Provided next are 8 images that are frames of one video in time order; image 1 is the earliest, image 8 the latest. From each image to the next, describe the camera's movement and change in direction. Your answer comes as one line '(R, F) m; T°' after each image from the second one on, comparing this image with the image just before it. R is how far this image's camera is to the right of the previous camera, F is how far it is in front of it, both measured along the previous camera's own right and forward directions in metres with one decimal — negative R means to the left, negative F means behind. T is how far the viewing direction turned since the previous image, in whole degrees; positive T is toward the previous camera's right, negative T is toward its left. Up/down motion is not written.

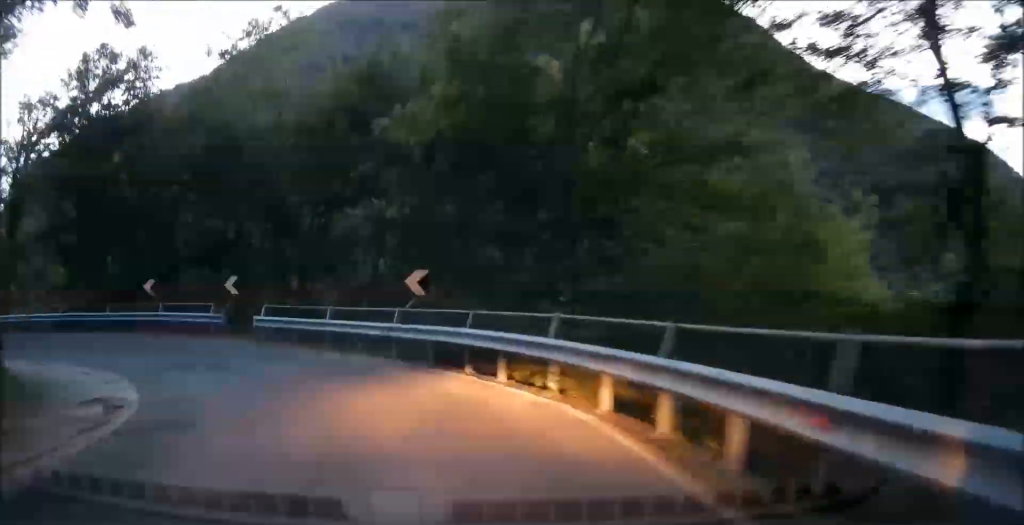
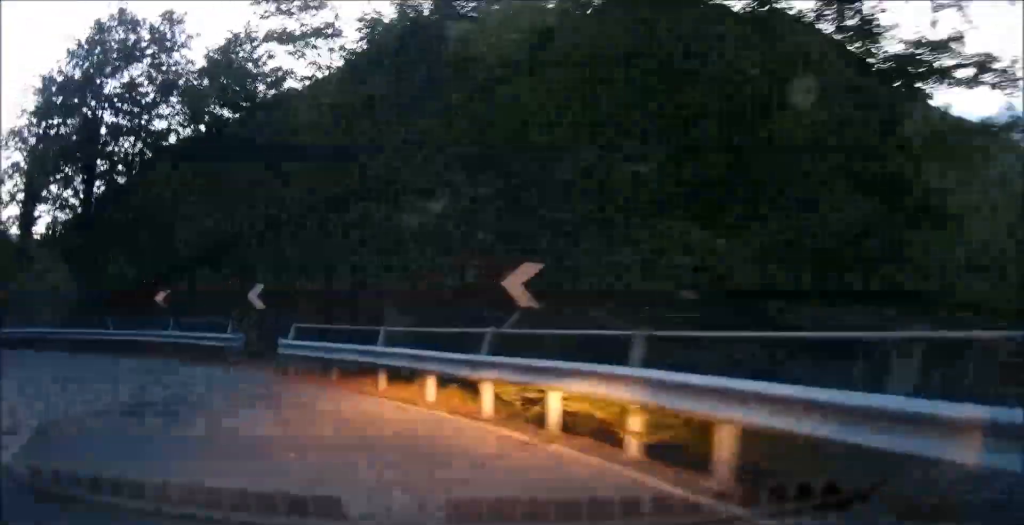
(-0.7, +5.7) m; -12°
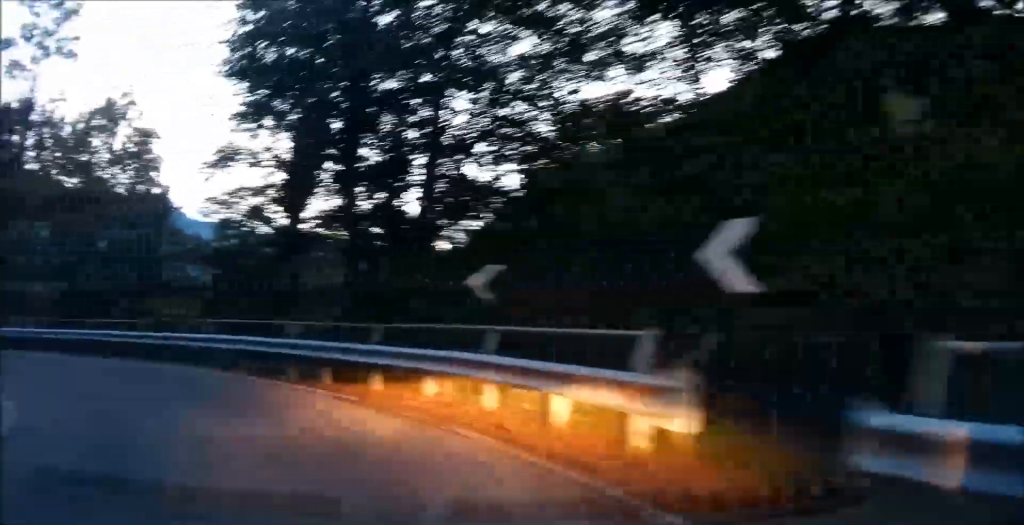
(-1.9, +10.0) m; -22°
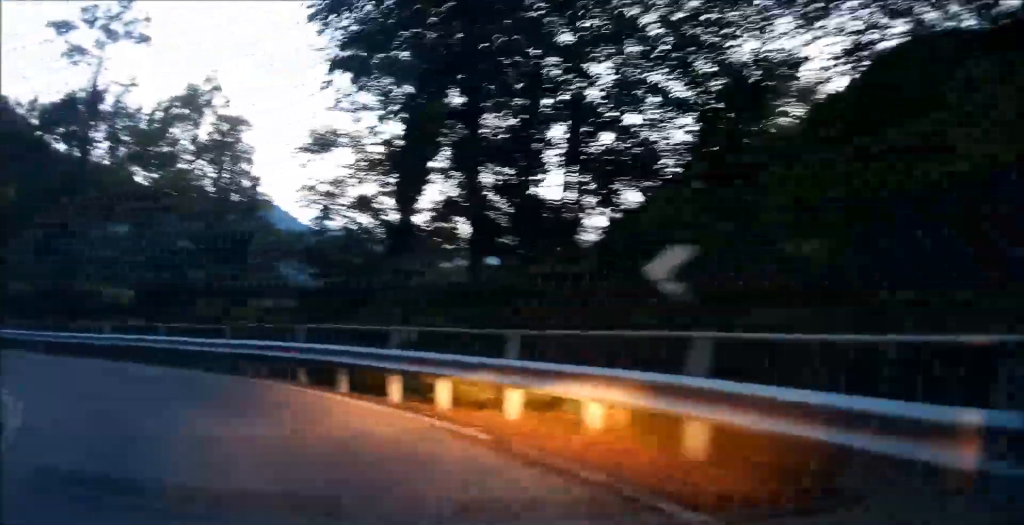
(-0.1, +2.6) m; -6°
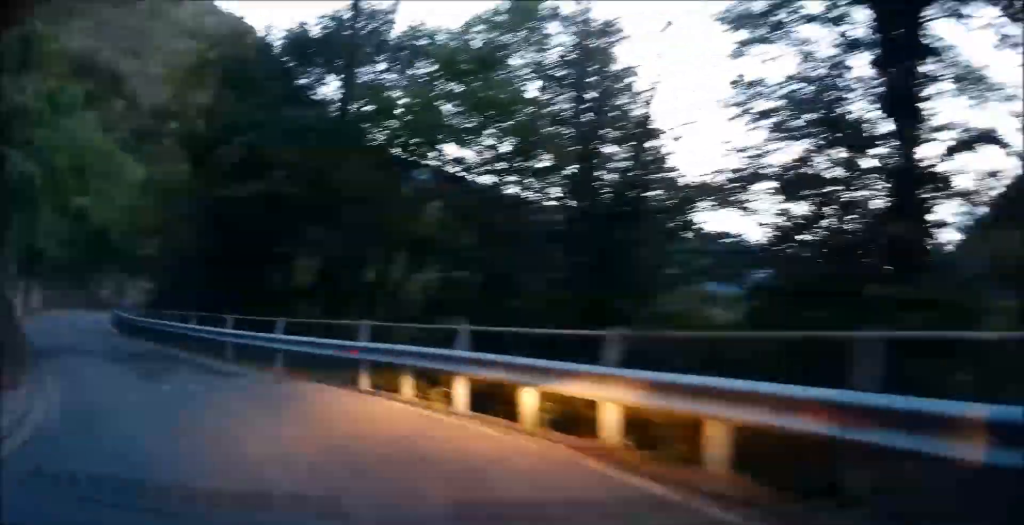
(-1.3, +7.3) m; -18°
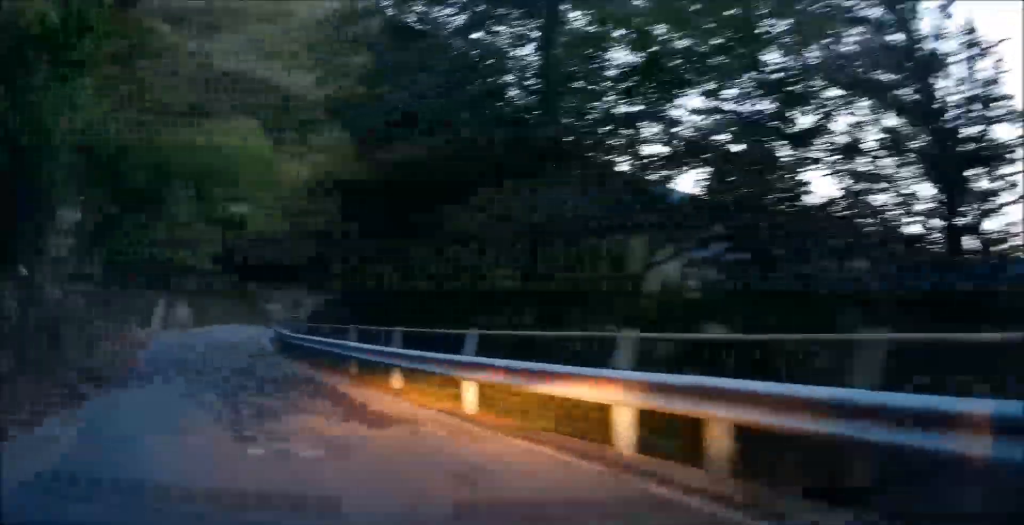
(-0.3, +3.3) m; -9°
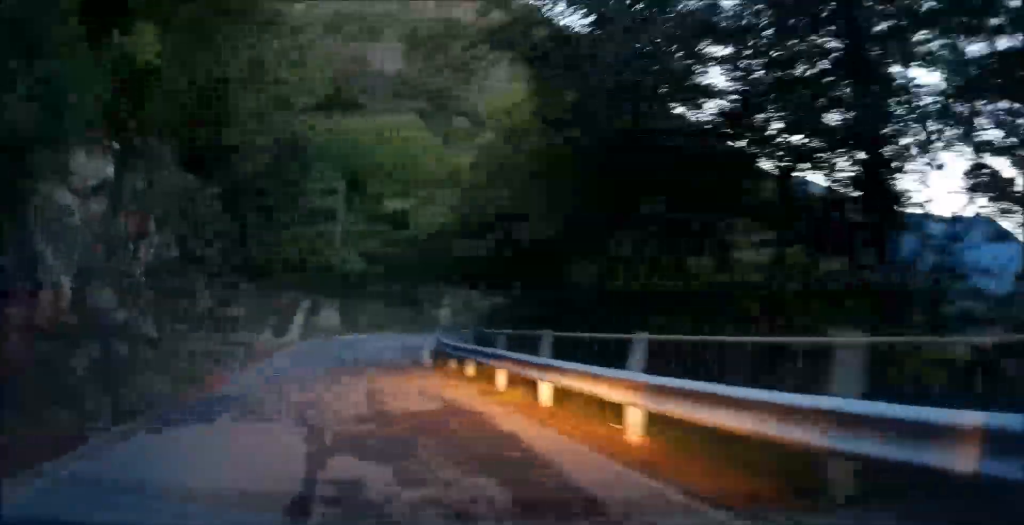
(-0.1, +3.0) m; -11°
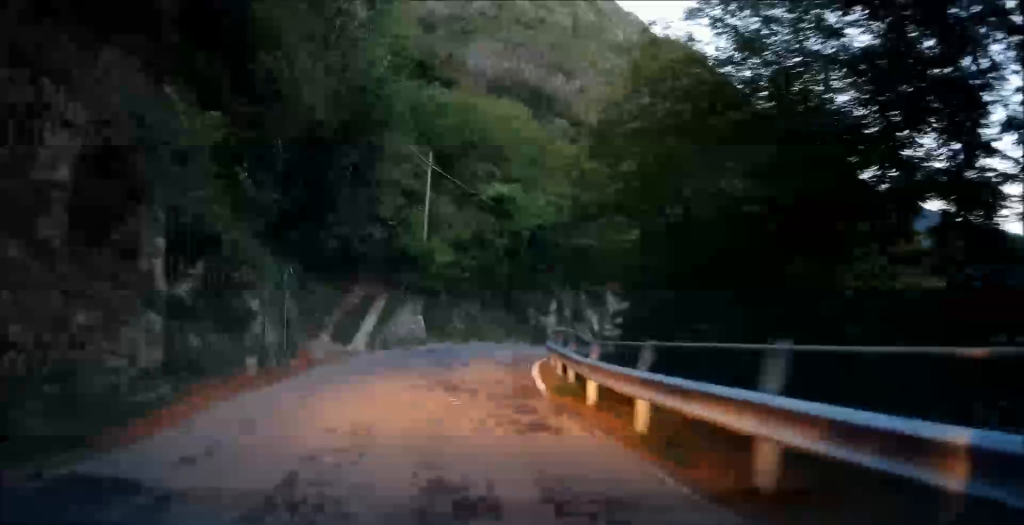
(-0.4, +3.2) m; -20°
